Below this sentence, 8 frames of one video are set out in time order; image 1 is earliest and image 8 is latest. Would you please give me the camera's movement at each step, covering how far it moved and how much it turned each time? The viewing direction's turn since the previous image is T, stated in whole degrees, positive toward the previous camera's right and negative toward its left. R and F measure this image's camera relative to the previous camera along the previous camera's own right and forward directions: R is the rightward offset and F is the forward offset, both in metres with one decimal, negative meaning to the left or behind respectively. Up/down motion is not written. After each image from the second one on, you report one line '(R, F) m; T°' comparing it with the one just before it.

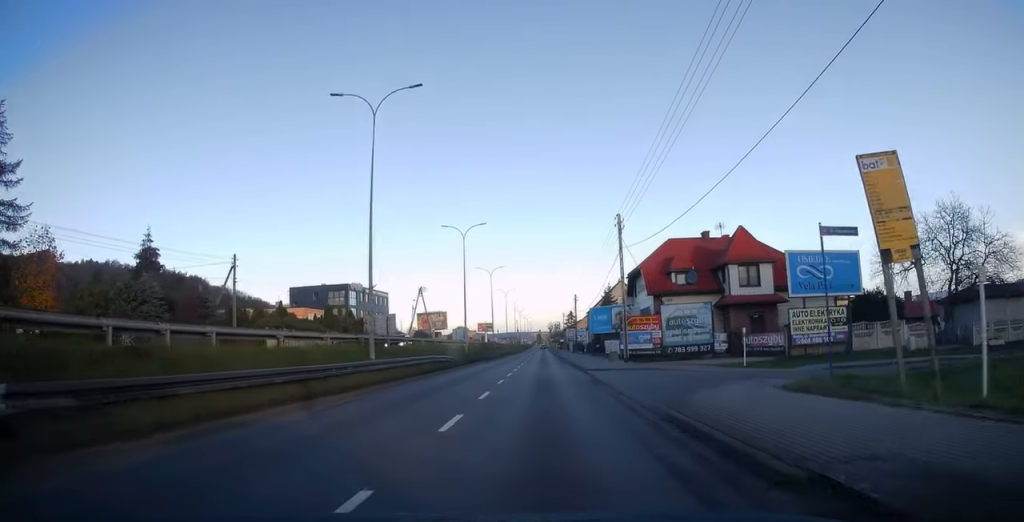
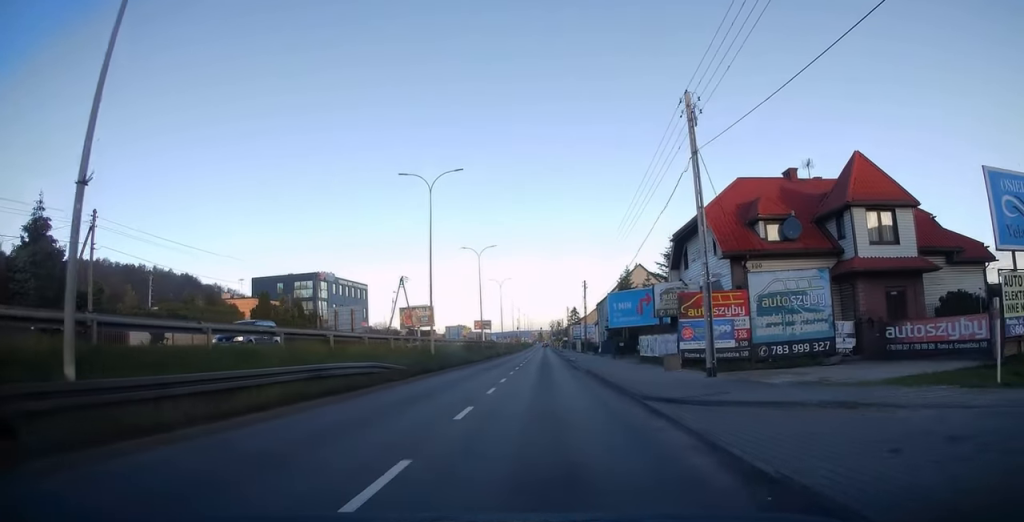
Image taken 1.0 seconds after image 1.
(0.0, +16.4) m; 0°
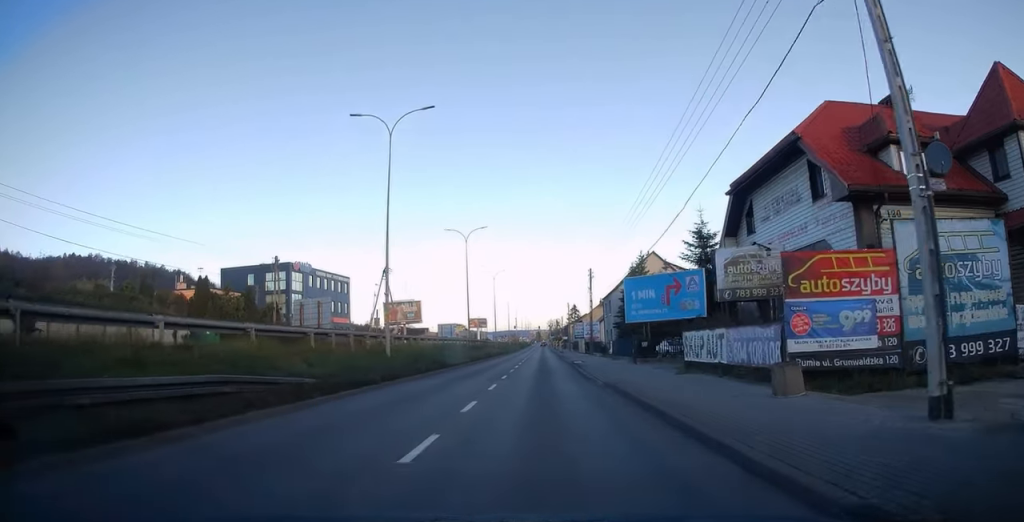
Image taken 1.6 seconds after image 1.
(0.0, +10.0) m; 0°
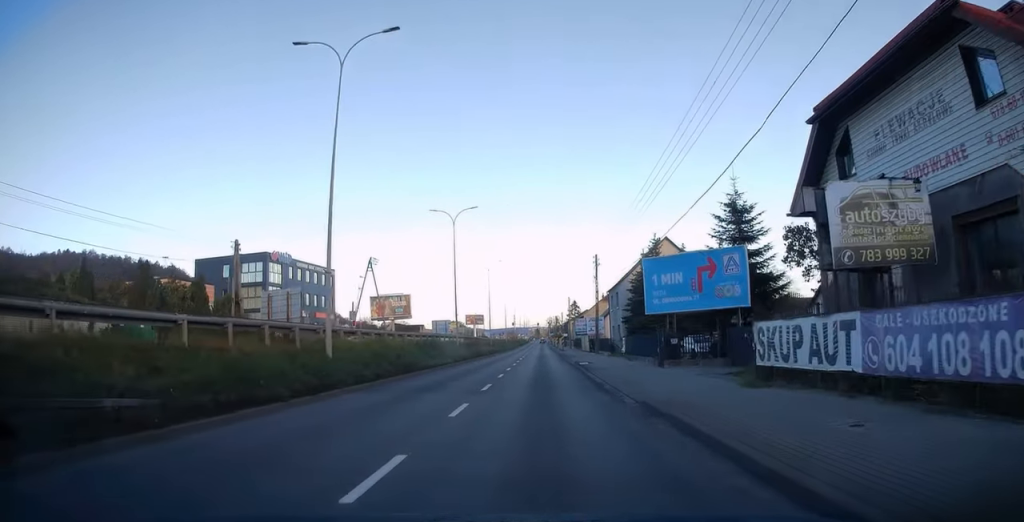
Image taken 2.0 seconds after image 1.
(0.0, +7.2) m; 0°
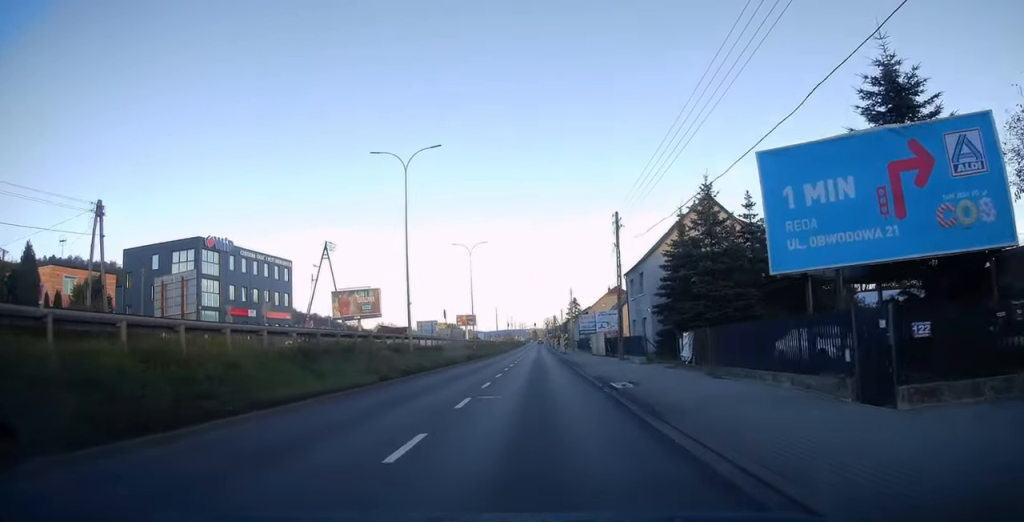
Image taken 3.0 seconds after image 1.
(0.0, +16.2) m; 0°
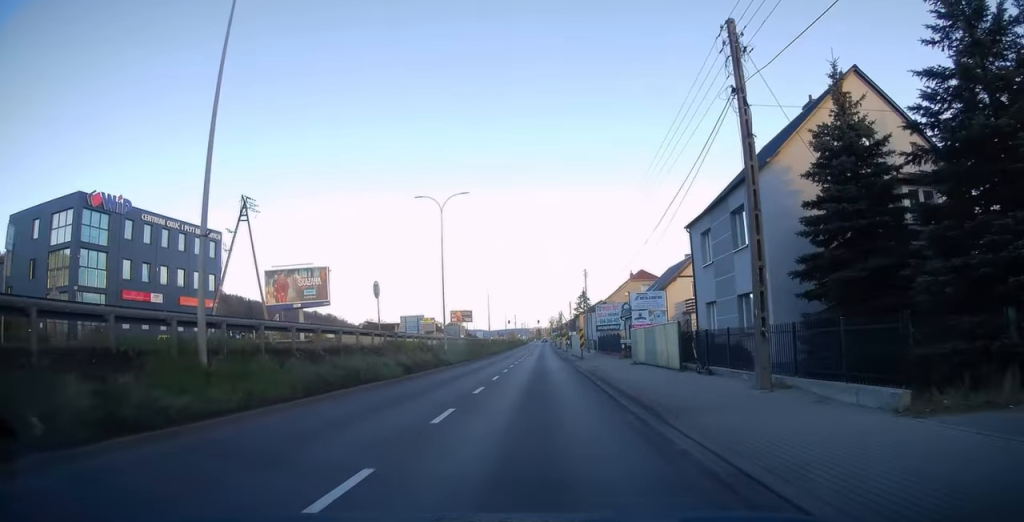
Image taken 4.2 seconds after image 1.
(0.0, +20.7) m; -1°
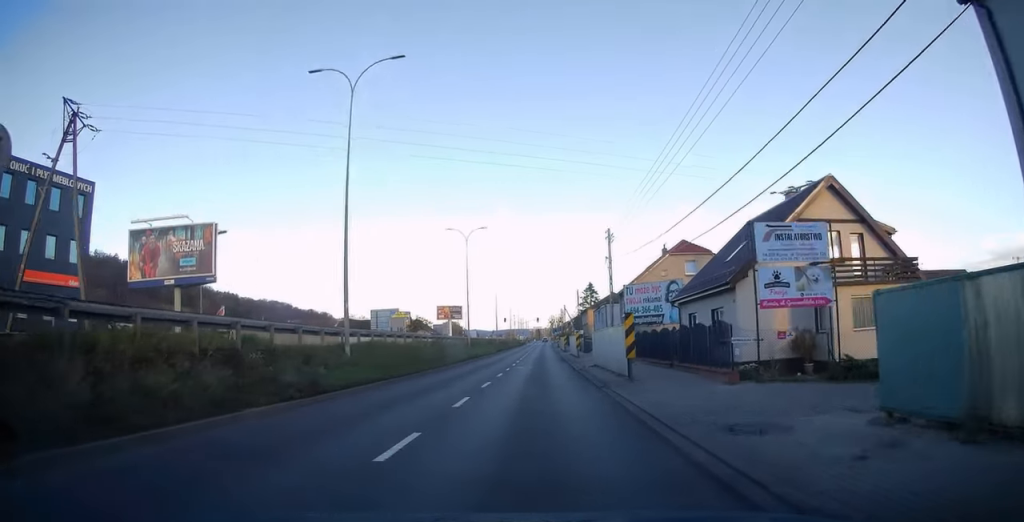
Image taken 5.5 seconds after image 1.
(-0.2, +21.3) m; 0°
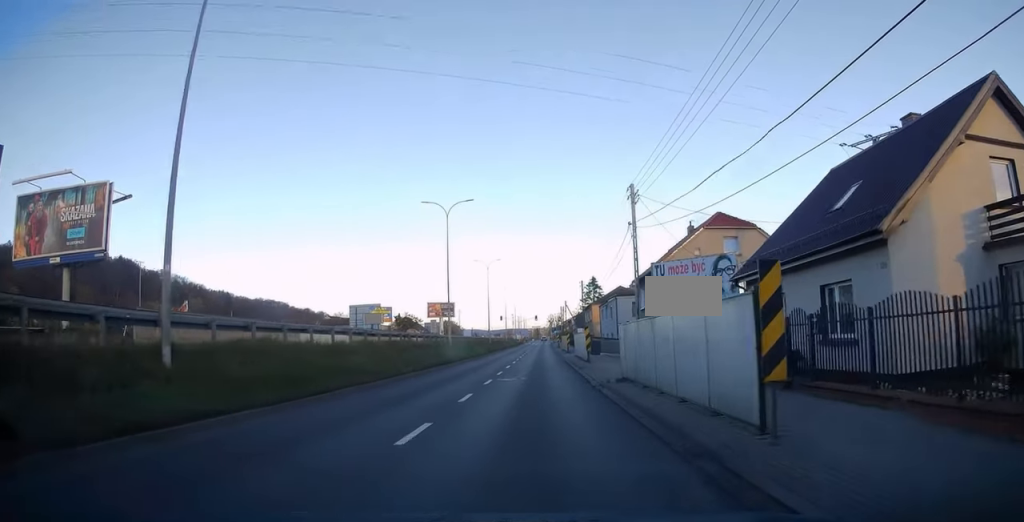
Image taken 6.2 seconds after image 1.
(+0.1, +10.8) m; +1°
